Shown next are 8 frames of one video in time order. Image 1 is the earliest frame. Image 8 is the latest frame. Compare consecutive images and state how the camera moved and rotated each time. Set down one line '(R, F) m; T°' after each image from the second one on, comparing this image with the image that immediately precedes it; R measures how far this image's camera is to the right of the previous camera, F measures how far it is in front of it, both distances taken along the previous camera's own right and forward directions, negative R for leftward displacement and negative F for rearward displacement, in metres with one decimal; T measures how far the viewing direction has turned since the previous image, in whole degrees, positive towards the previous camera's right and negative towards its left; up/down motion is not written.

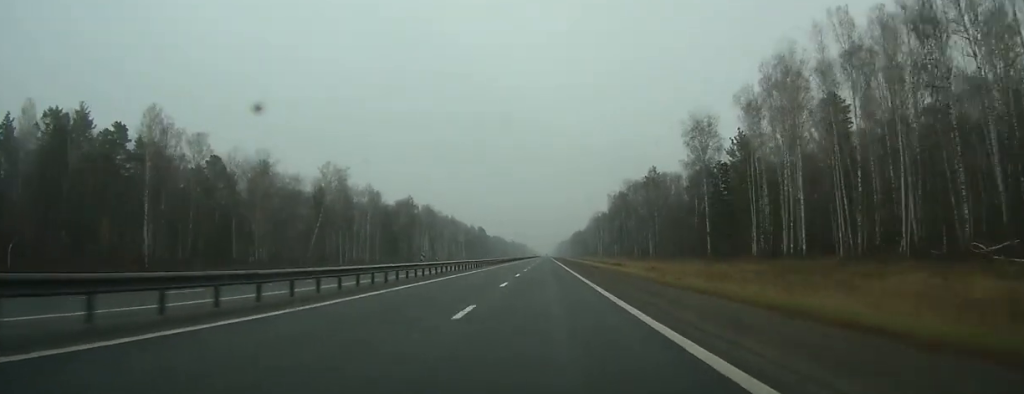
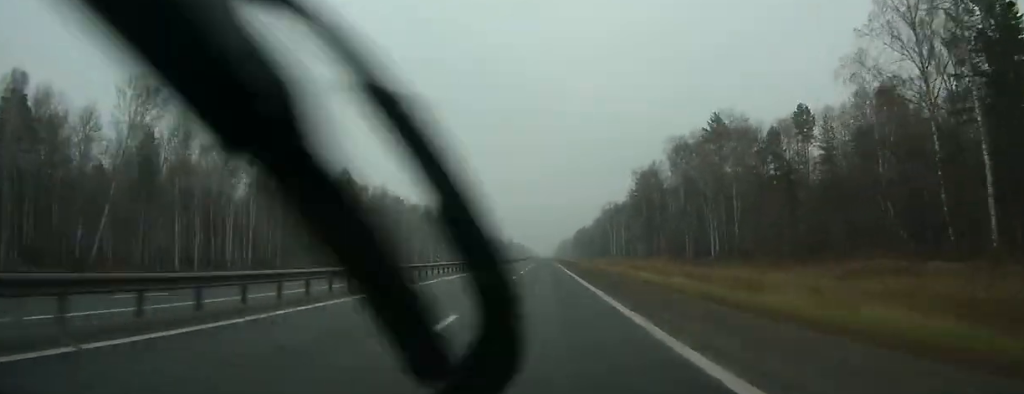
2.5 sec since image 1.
(+0.1, +74.7) m; 0°
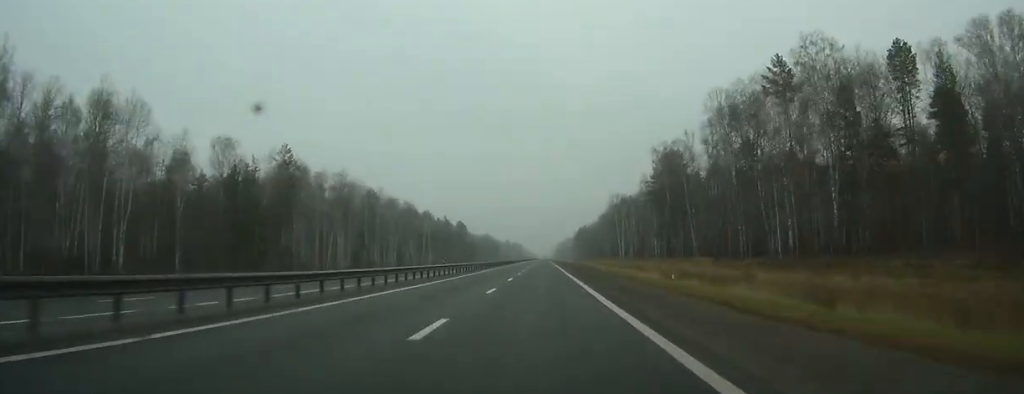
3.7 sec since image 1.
(-0.1, +36.9) m; 0°
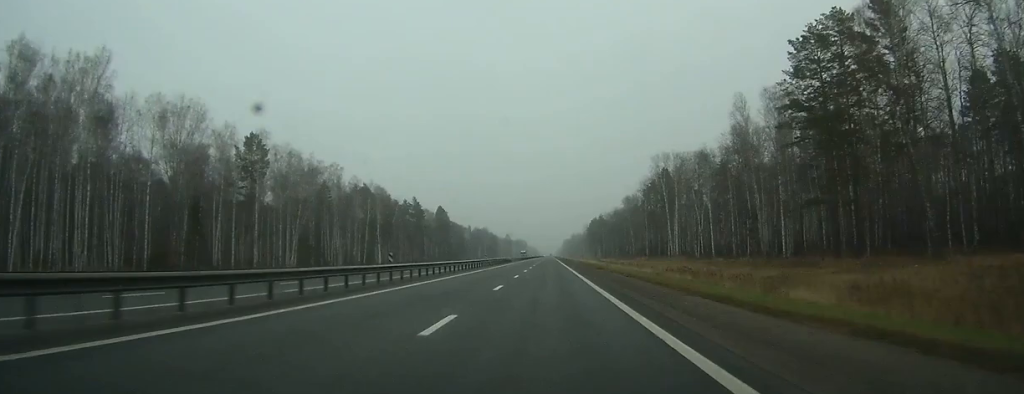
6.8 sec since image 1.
(-0.4, +99.2) m; 0°
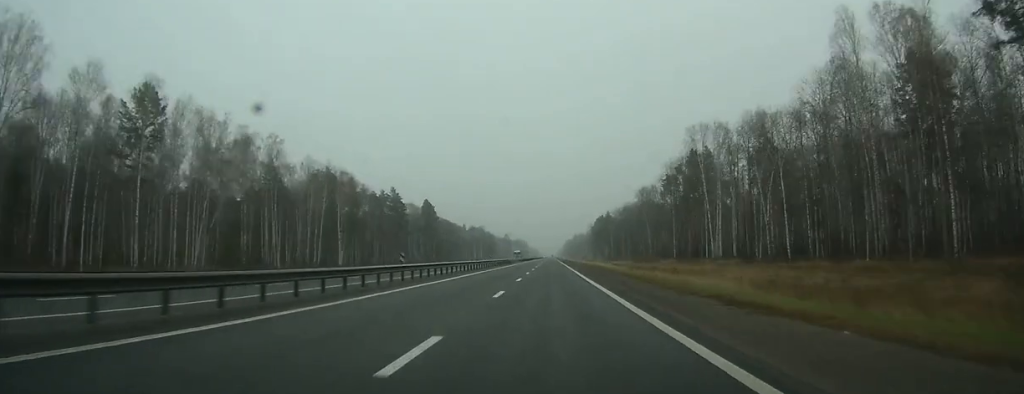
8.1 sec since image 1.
(0.0, +38.8) m; 0°
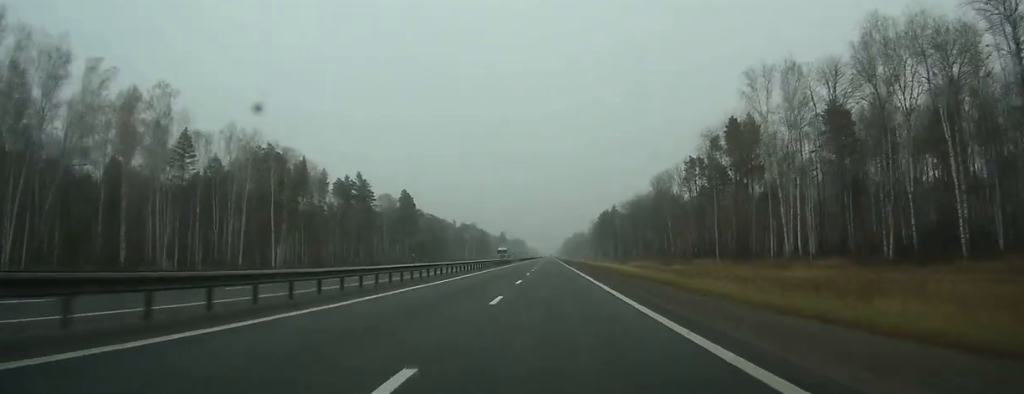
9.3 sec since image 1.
(0.0, +36.6) m; 0°
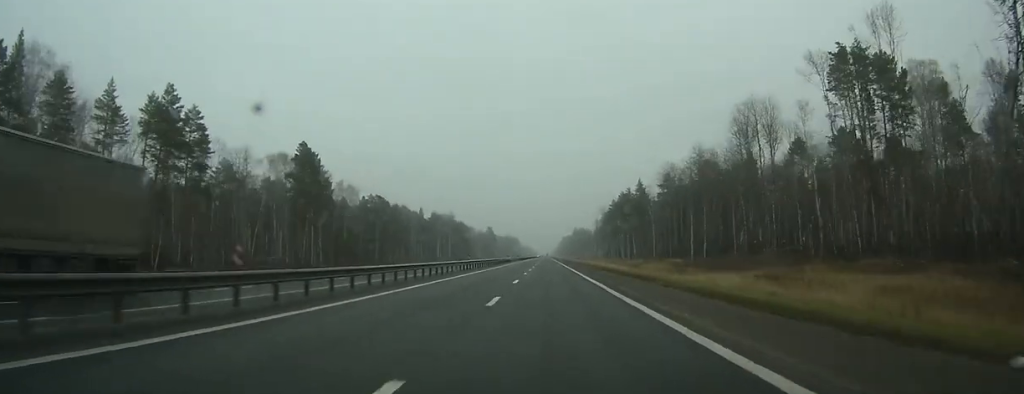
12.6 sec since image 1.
(+0.2, +92.1) m; 0°
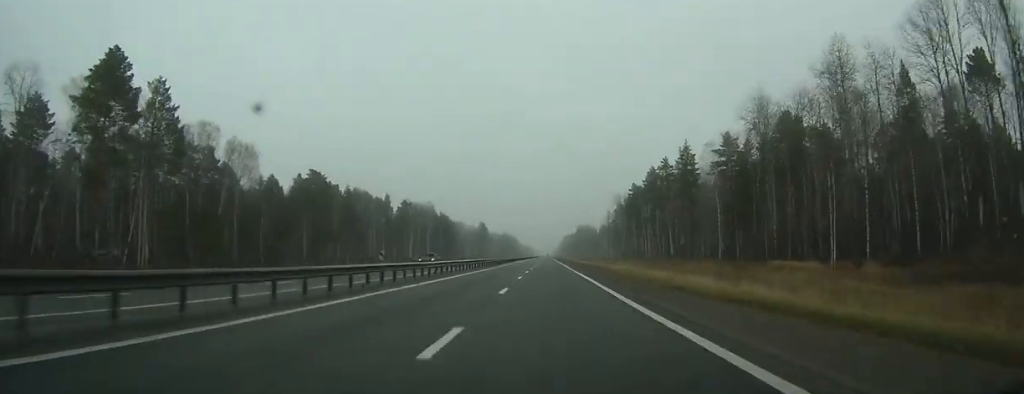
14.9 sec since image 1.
(0.0, +61.9) m; 0°
